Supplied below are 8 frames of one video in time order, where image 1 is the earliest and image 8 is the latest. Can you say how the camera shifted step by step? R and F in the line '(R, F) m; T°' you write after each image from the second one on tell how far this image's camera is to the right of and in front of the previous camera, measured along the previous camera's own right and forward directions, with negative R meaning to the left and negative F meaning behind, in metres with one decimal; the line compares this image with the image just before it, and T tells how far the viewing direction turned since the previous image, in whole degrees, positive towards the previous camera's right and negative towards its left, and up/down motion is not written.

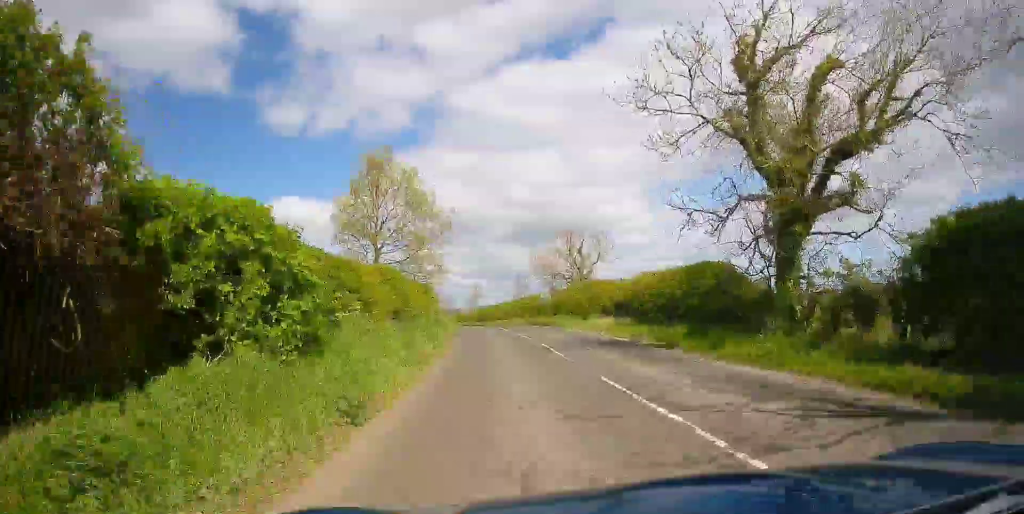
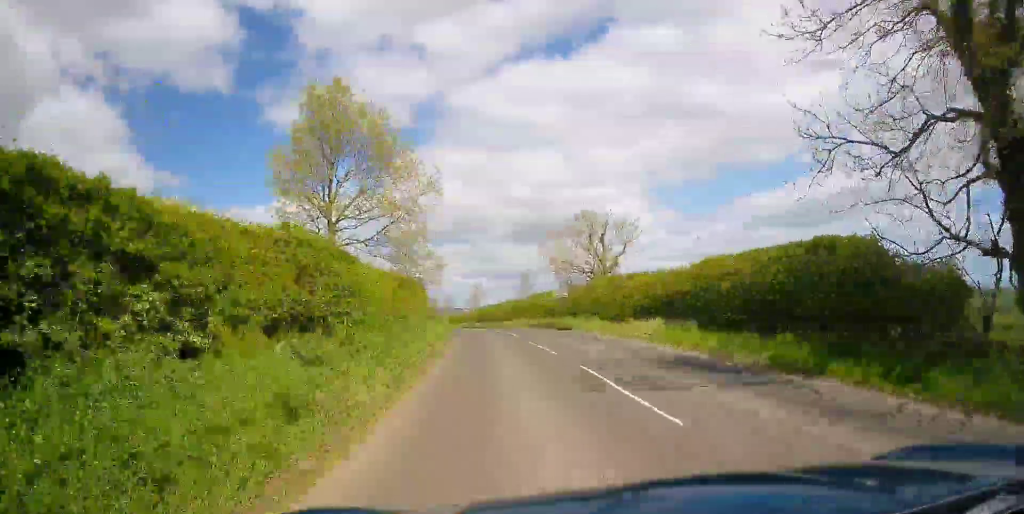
(0.0, +6.7) m; 0°
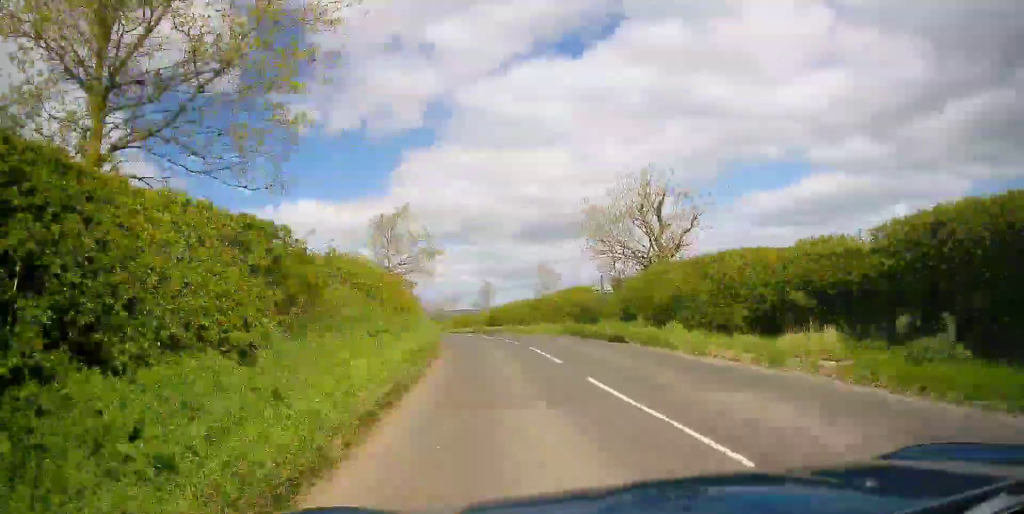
(0.0, +10.0) m; 0°
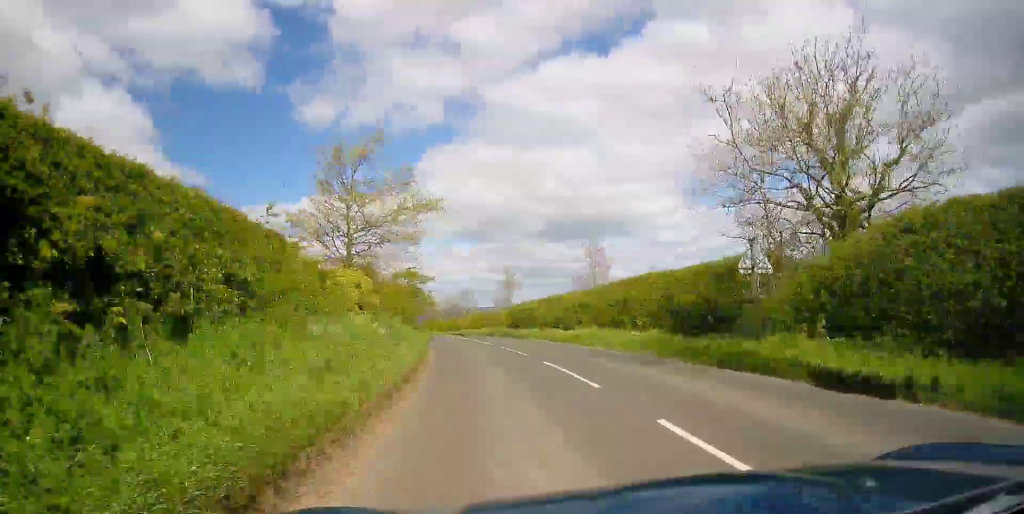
(0.0, +12.5) m; -1°
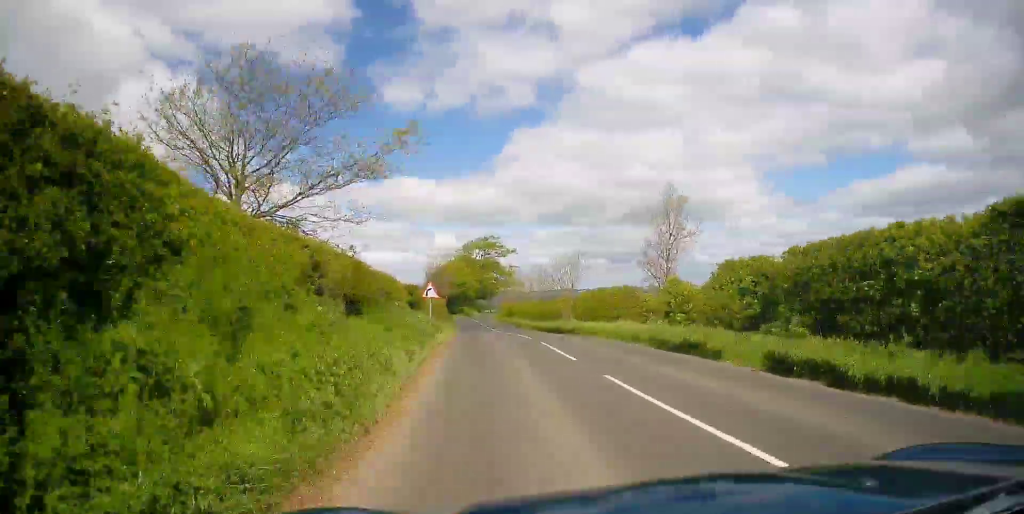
(-1.7, +30.7) m; -7°
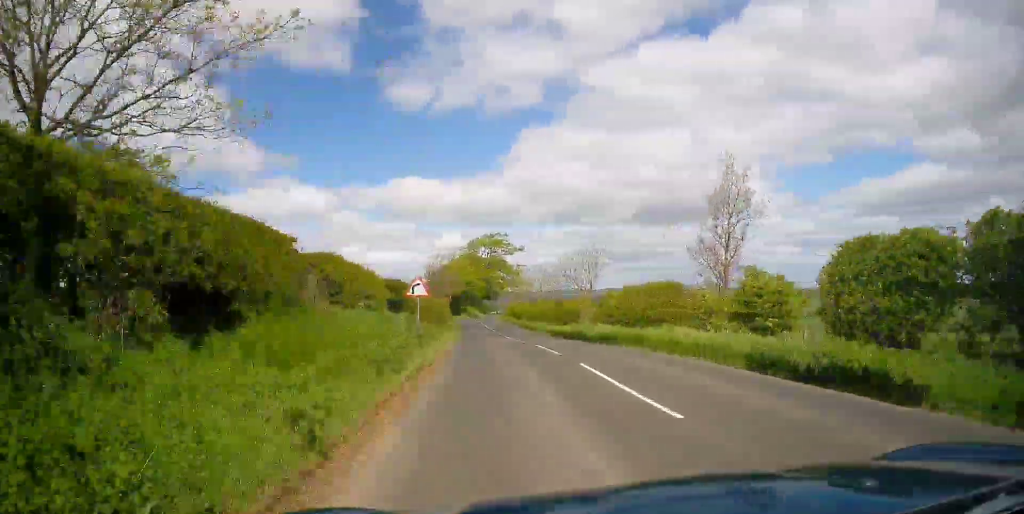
(0.0, +6.7) m; -2°
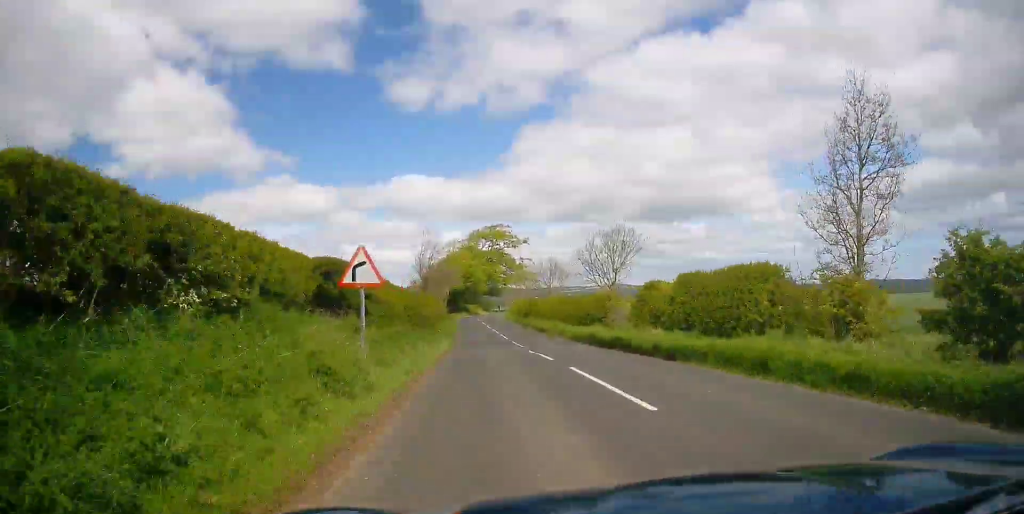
(-0.2, +8.4) m; -1°
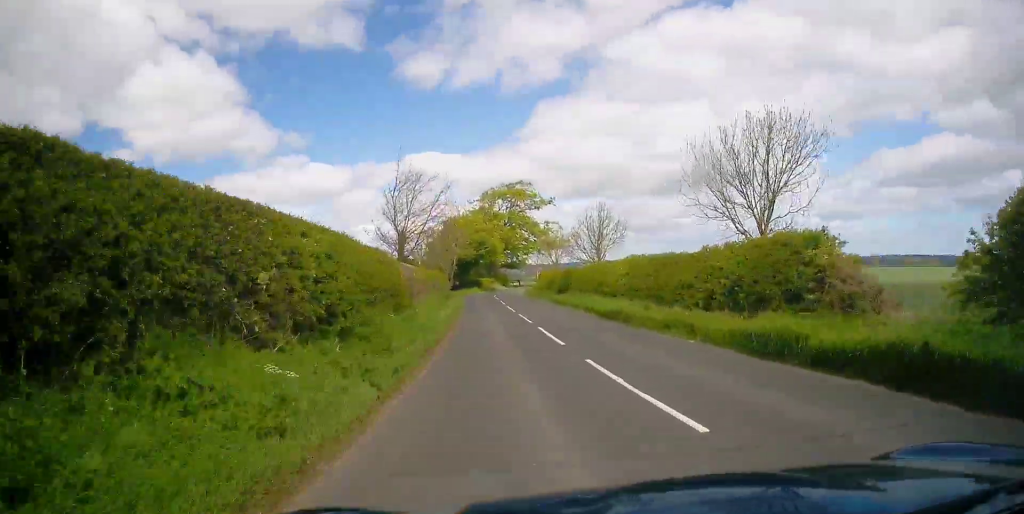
(-0.4, +19.7) m; -1°
